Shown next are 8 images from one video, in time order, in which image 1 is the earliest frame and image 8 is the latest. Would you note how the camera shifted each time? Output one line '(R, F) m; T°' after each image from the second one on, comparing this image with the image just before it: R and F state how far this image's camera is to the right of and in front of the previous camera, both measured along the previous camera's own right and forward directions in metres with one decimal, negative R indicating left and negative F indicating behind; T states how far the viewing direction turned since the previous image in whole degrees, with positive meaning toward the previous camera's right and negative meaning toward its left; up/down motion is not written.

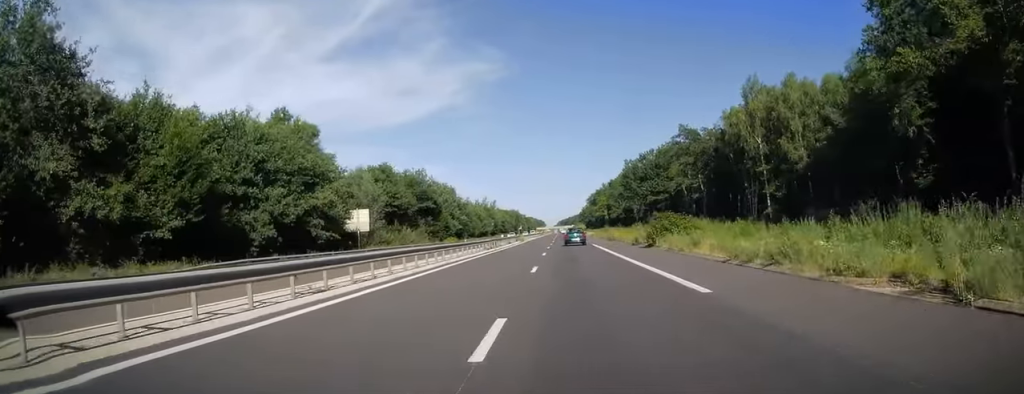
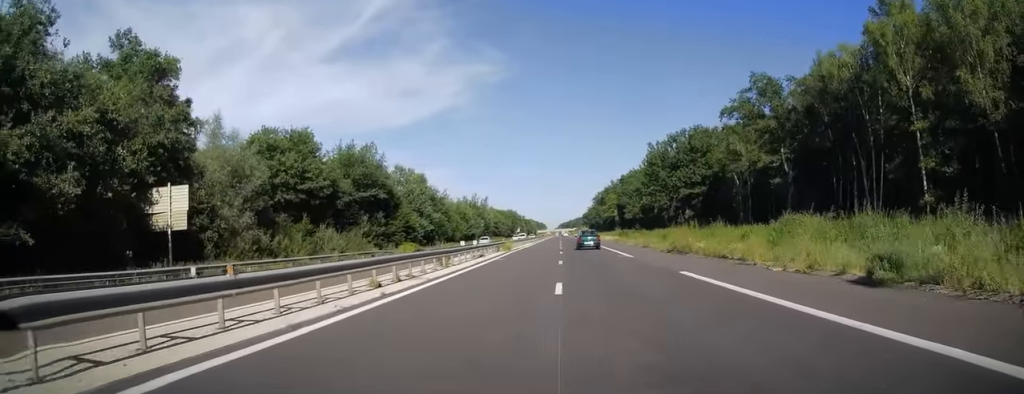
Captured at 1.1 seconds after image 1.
(0.0, +32.4) m; 0°
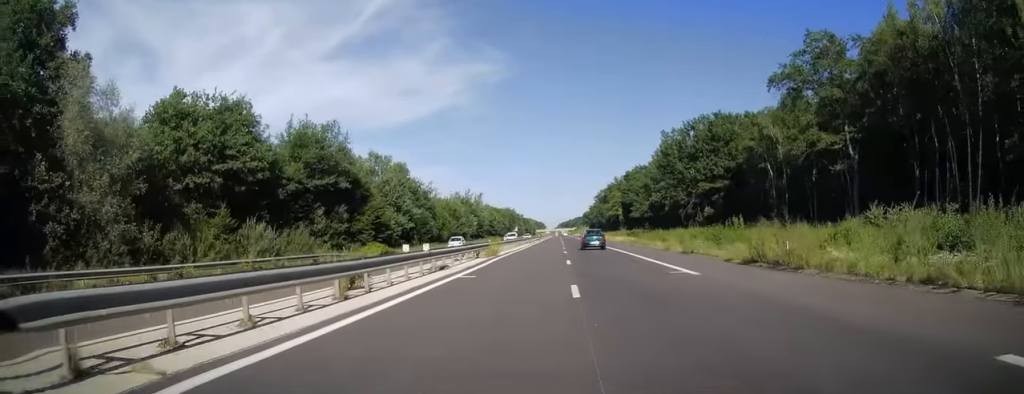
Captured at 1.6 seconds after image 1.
(-0.1, +13.7) m; 0°
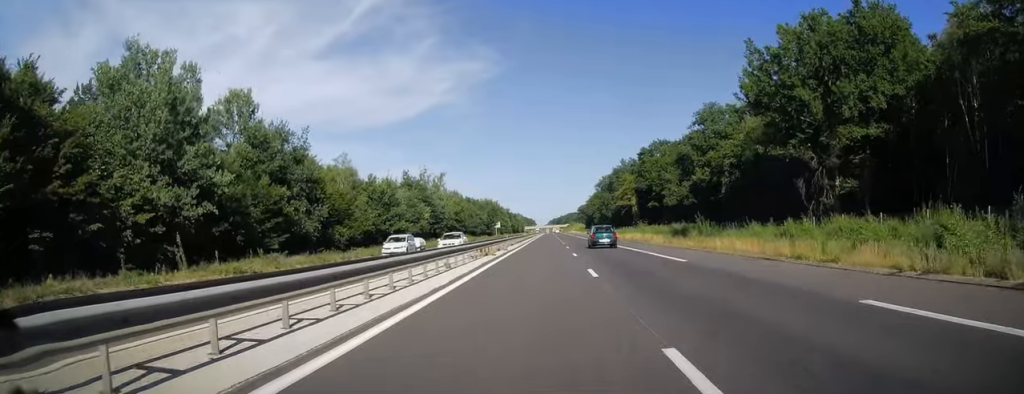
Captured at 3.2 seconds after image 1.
(+0.5, +48.1) m; 0°
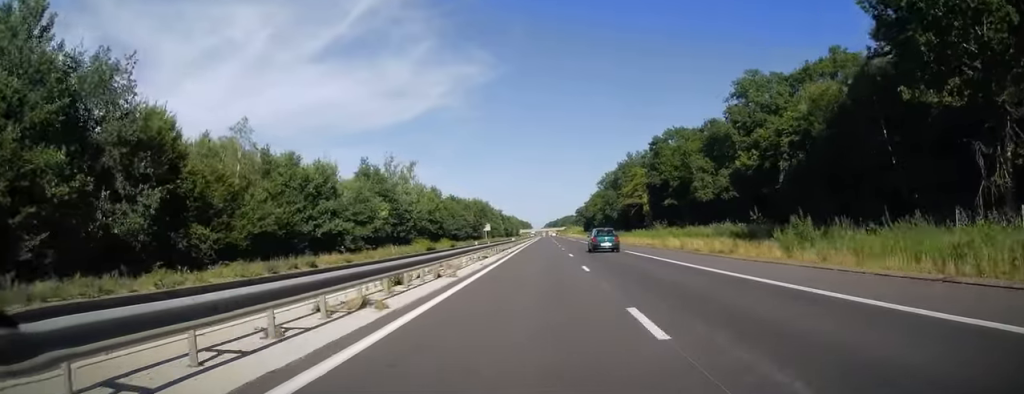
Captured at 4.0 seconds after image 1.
(-0.4, +22.6) m; 0°
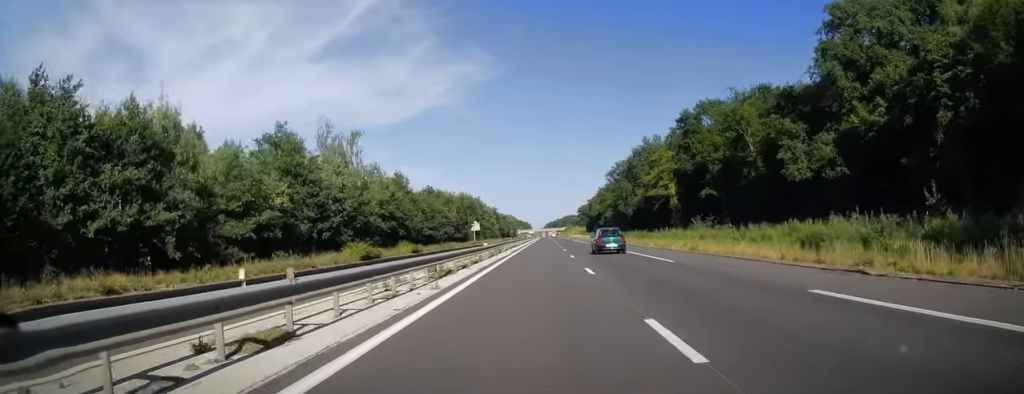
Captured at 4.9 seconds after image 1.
(+0.4, +27.4) m; +1°
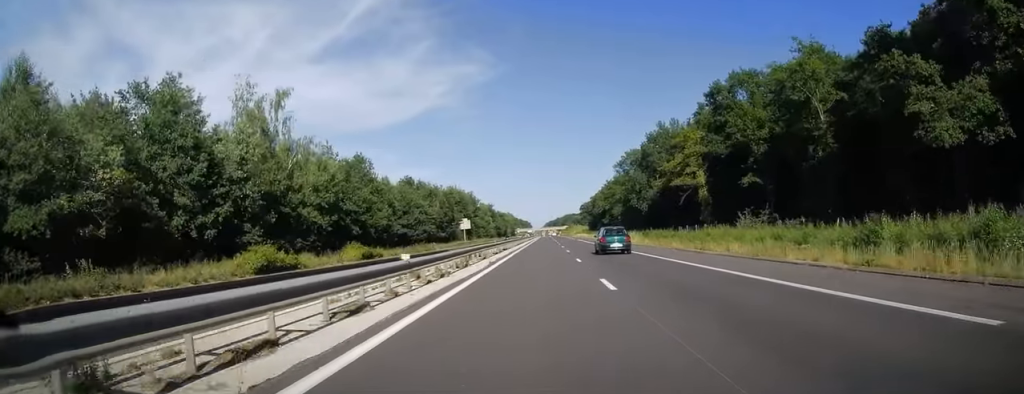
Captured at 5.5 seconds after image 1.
(0.0, +18.6) m; 0°
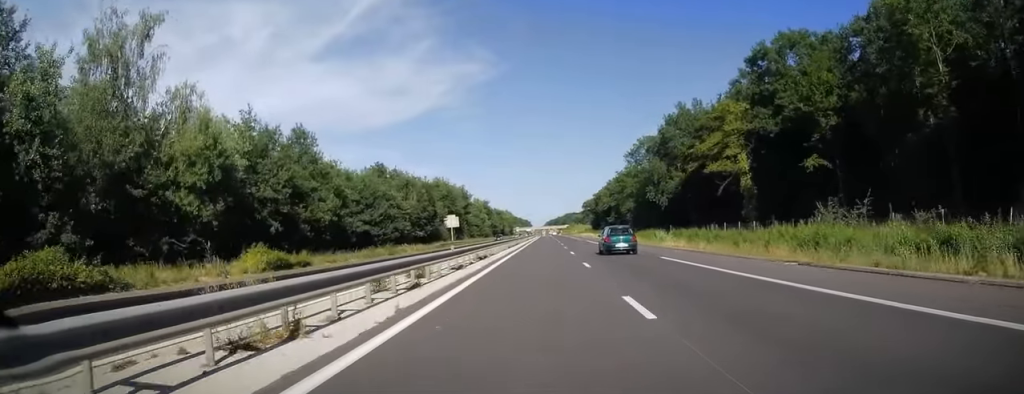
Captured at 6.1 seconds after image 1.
(0.0, +17.6) m; 0°
